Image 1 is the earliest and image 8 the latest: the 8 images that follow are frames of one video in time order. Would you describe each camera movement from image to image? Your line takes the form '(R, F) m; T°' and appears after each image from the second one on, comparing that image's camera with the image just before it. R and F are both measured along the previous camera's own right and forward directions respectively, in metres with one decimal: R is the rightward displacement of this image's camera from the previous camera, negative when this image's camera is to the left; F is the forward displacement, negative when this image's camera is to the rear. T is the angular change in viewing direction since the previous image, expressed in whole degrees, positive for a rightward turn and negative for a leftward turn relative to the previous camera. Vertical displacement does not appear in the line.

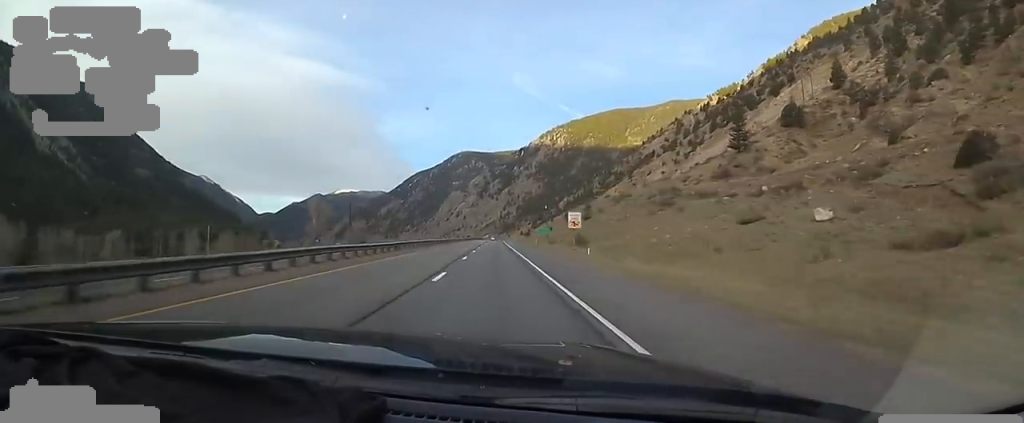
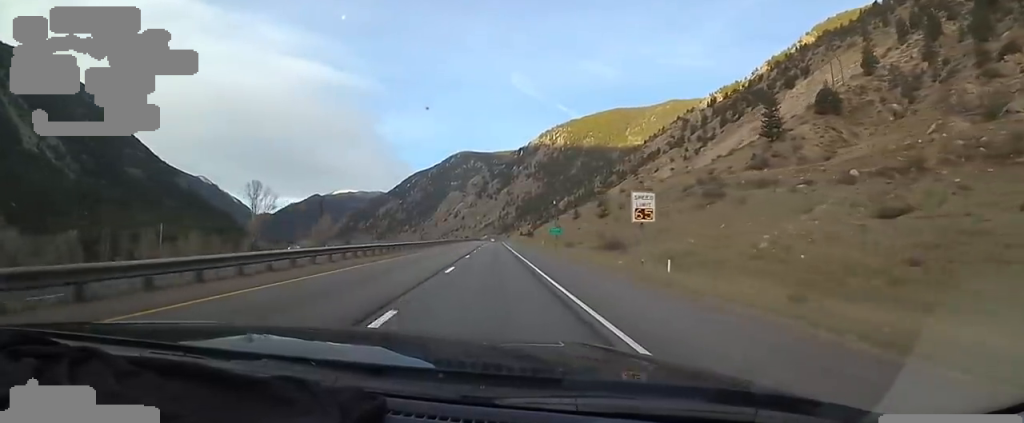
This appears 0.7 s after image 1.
(0.0, +20.1) m; 0°
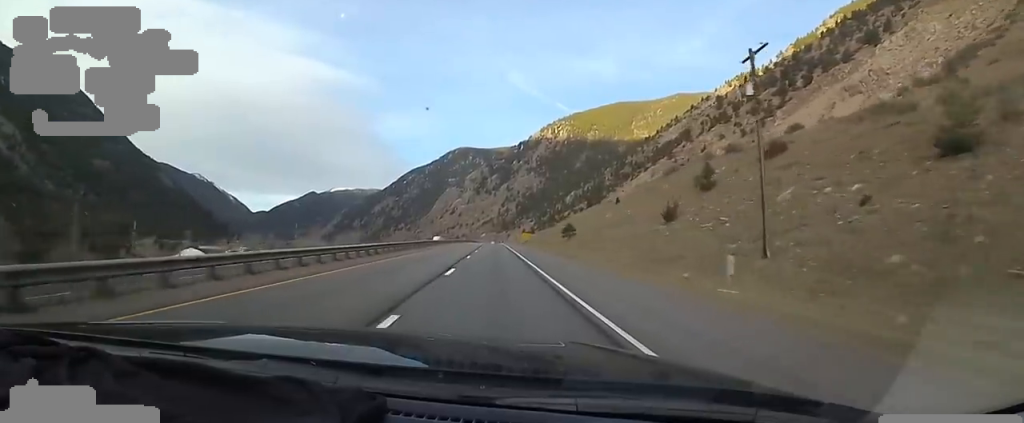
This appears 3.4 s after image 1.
(0.0, +83.6) m; 0°
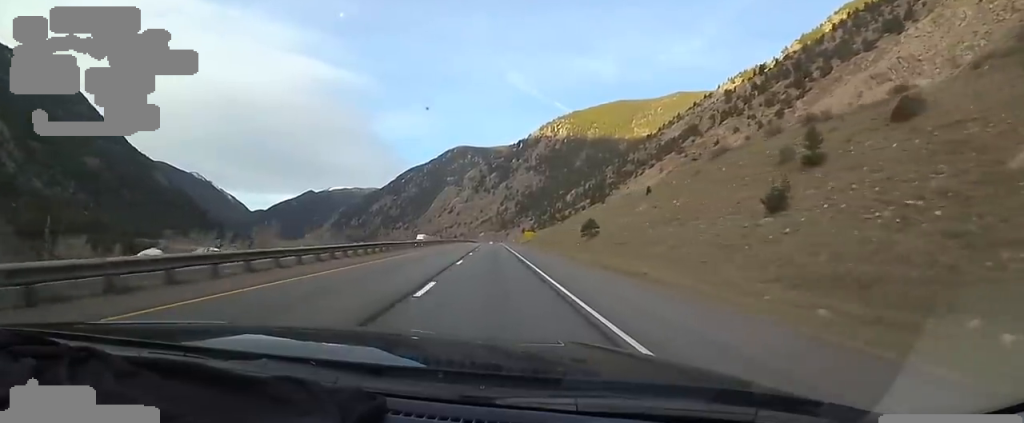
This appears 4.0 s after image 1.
(0.0, +18.6) m; 0°
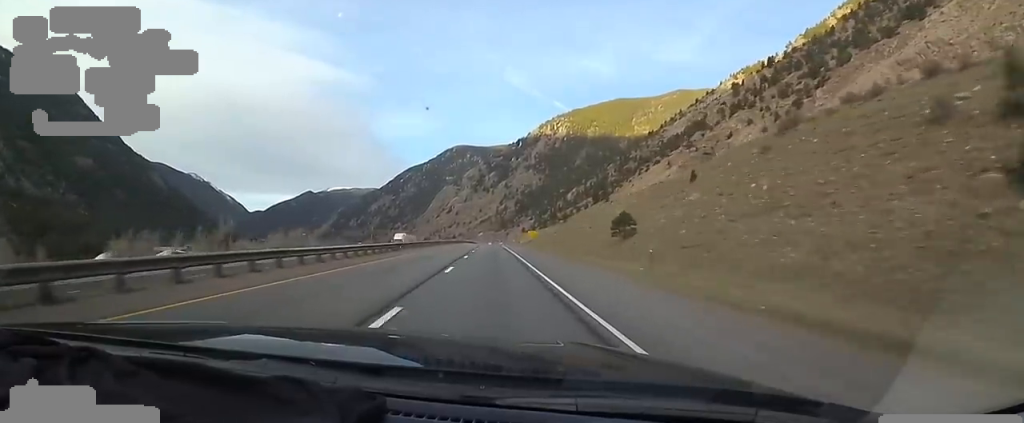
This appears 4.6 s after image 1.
(0.0, +16.7) m; 0°
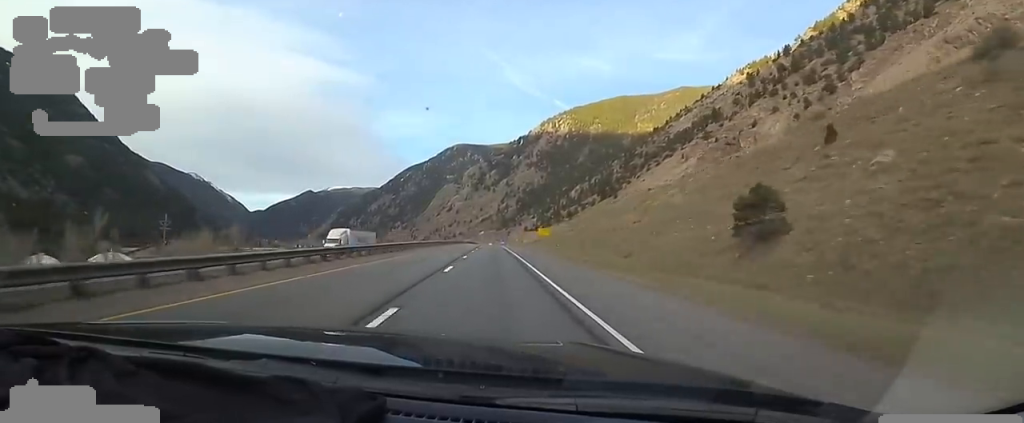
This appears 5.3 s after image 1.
(0.0, +24.2) m; -1°
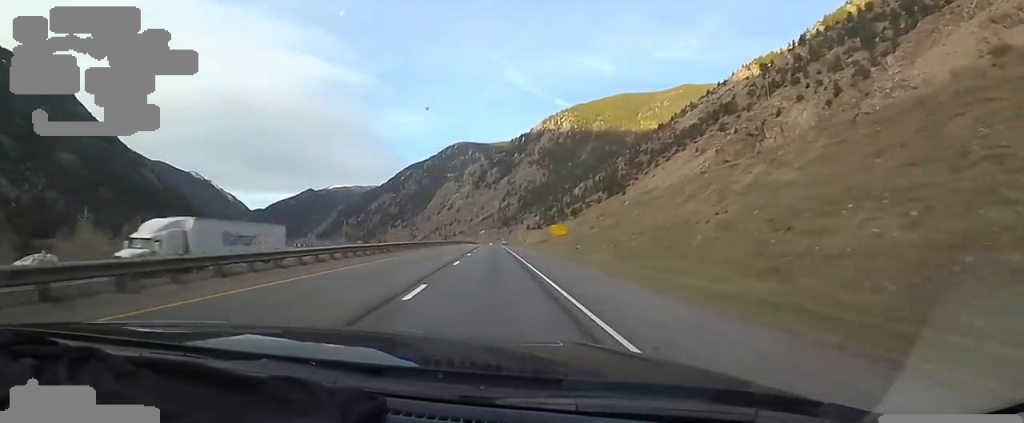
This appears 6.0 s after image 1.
(+0.1, +20.1) m; -1°
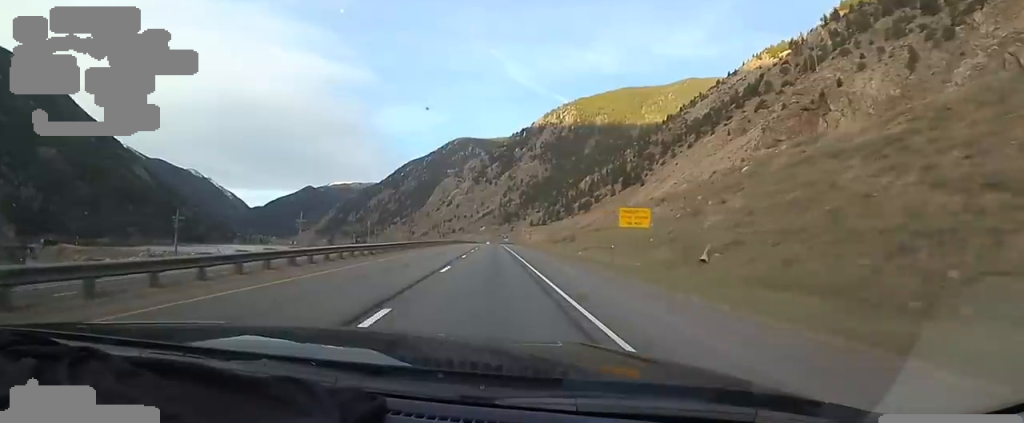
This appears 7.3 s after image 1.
(-0.4, +41.5) m; +1°
